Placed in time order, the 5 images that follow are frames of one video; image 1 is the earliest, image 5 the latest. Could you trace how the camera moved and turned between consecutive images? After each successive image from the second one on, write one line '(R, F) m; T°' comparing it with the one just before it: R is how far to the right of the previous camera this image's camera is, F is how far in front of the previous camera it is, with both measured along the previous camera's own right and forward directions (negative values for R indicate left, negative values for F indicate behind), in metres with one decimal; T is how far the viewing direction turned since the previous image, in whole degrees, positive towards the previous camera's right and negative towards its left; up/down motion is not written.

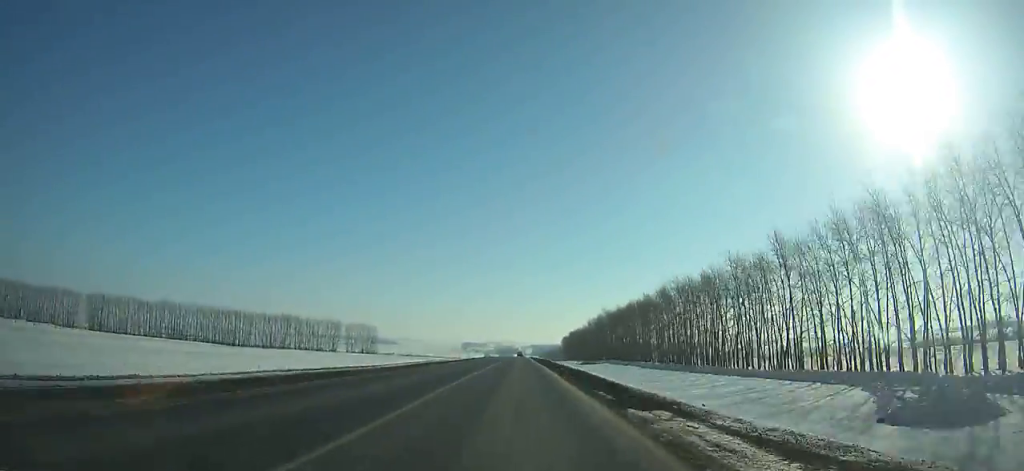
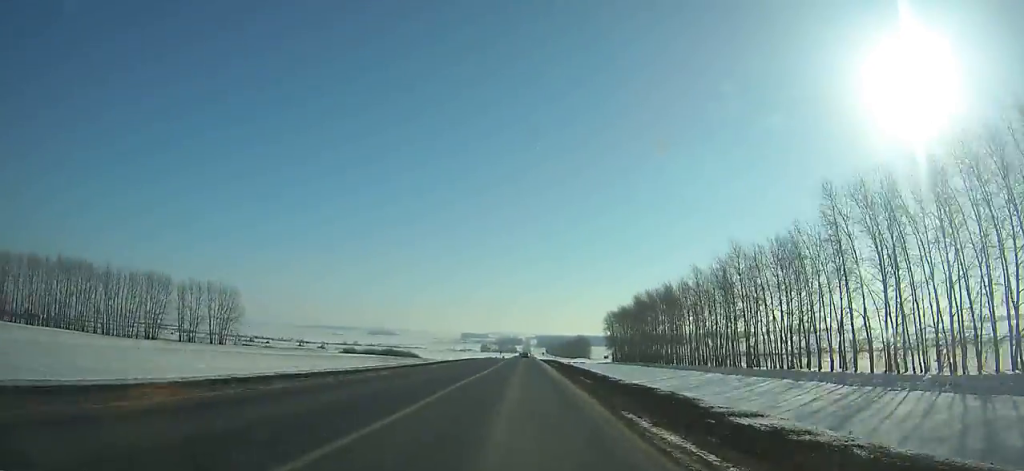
(+0.1, +197.5) m; 0°
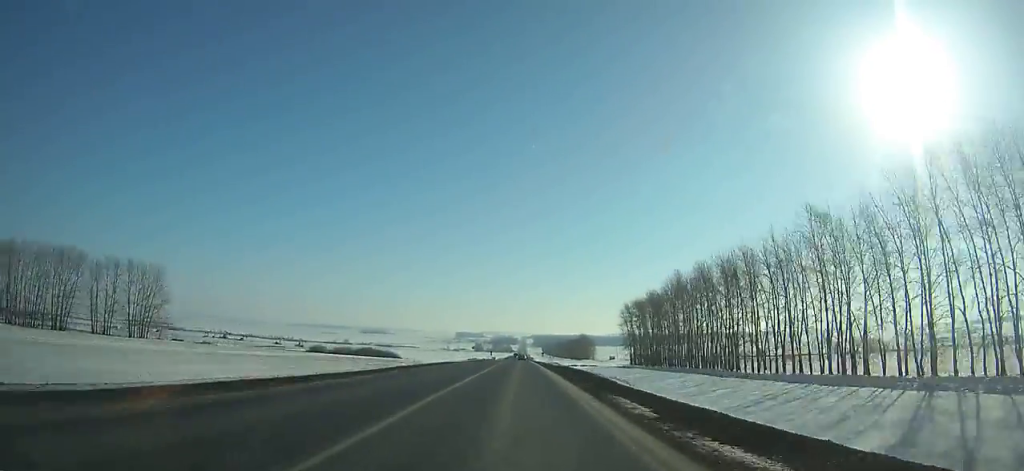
(0.0, +42.8) m; 0°
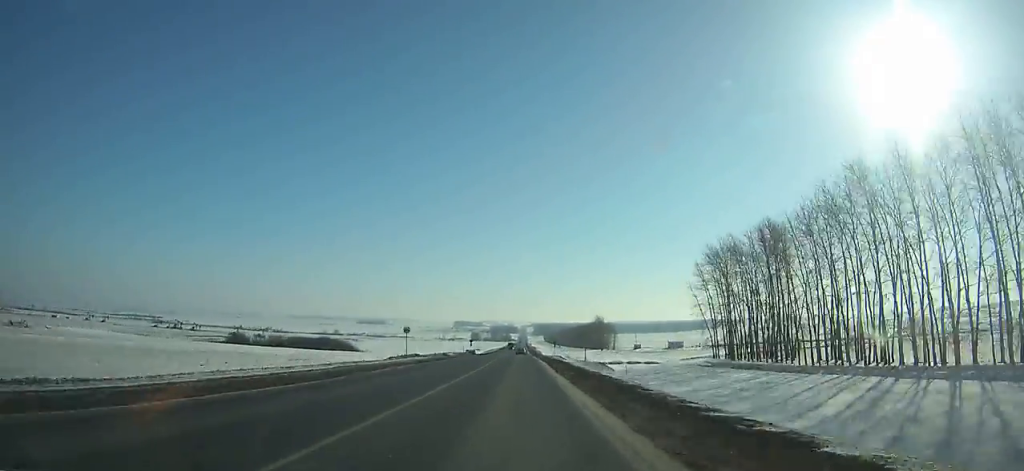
(0.0, +75.1) m; 0°
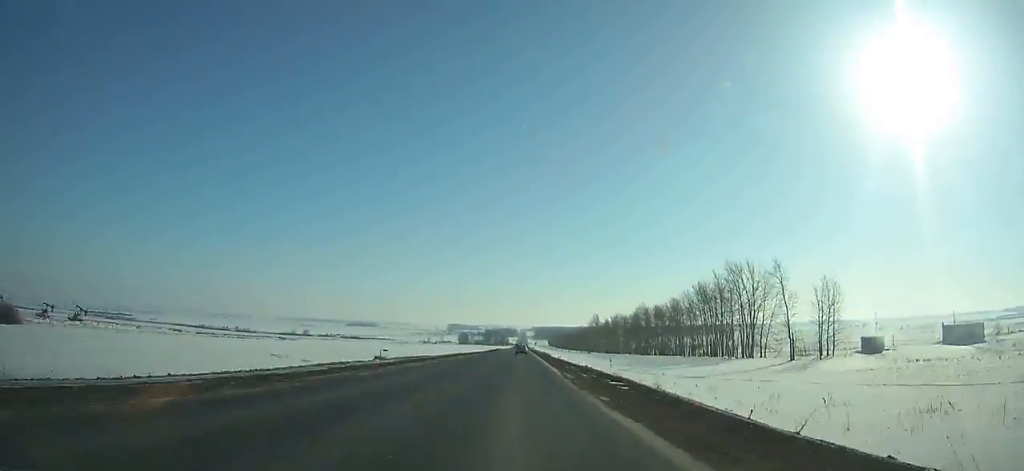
(+0.1, +183.0) m; 0°
